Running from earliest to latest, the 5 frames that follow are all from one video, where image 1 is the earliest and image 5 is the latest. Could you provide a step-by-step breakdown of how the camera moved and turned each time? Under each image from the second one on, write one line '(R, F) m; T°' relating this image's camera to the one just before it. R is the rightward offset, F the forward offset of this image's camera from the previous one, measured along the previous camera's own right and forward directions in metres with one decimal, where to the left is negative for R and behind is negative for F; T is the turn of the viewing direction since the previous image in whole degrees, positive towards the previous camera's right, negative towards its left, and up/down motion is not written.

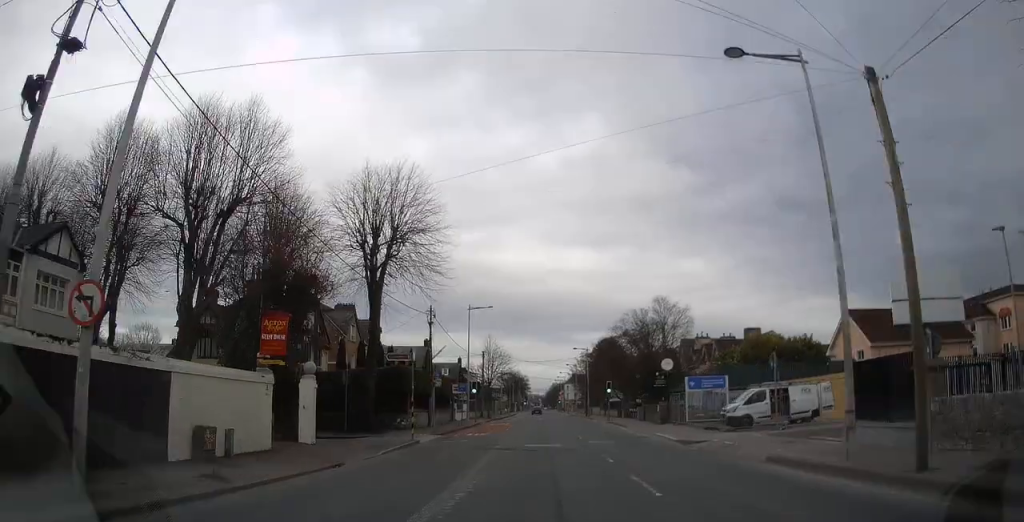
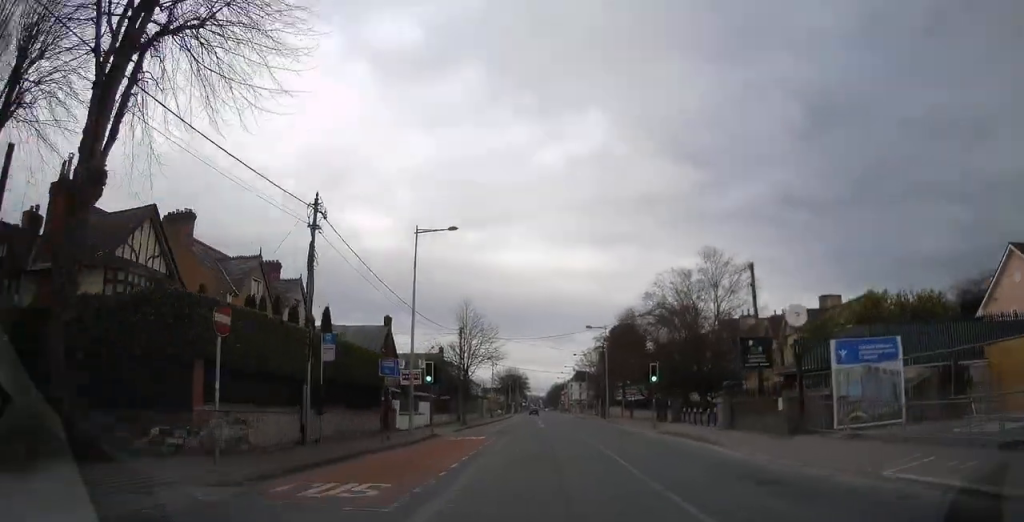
(+0.4, +21.6) m; 0°
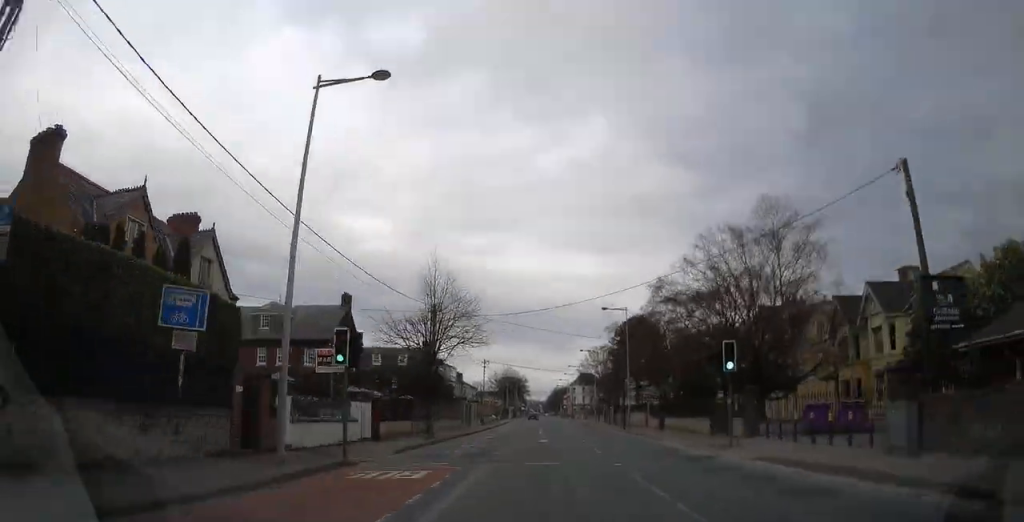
(-0.3, +13.8) m; -2°
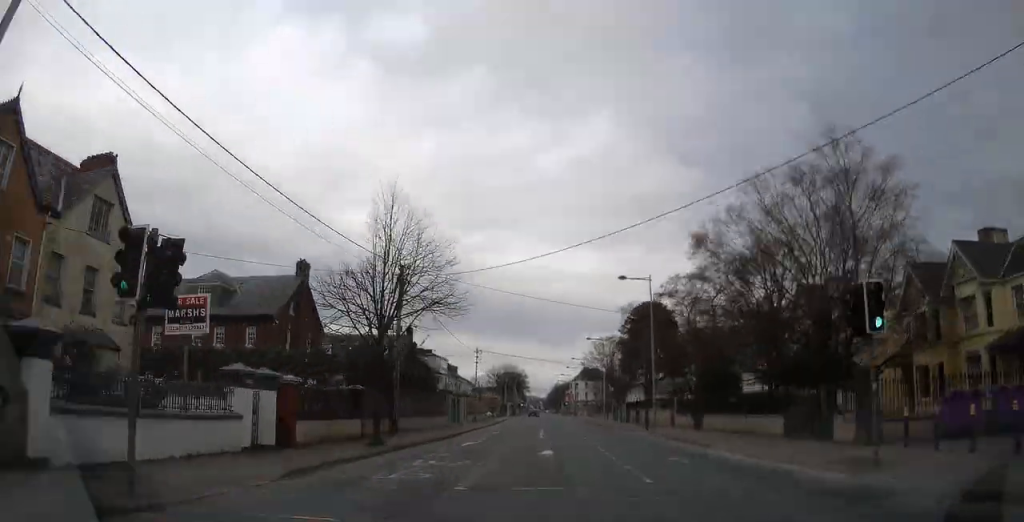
(+0.1, +9.7) m; -1°
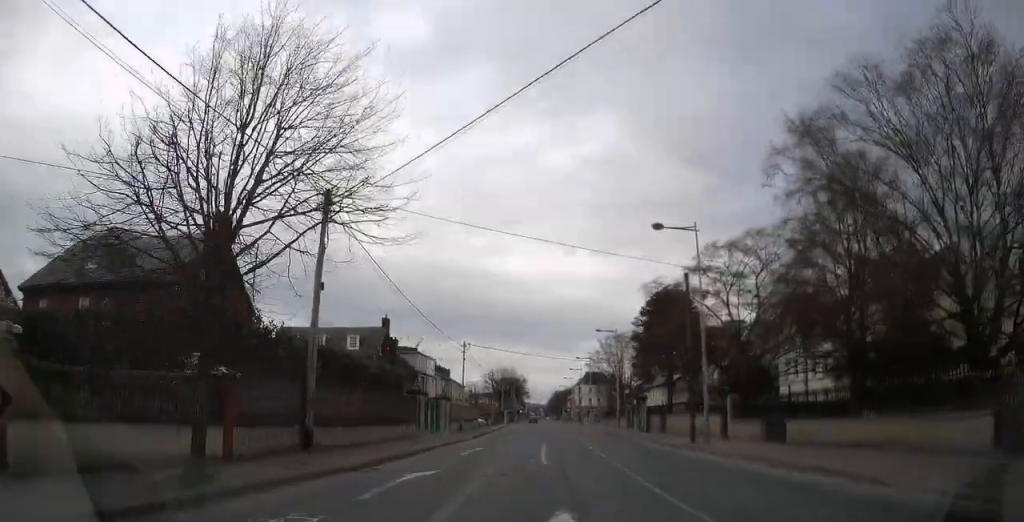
(-0.4, +11.1) m; 0°
